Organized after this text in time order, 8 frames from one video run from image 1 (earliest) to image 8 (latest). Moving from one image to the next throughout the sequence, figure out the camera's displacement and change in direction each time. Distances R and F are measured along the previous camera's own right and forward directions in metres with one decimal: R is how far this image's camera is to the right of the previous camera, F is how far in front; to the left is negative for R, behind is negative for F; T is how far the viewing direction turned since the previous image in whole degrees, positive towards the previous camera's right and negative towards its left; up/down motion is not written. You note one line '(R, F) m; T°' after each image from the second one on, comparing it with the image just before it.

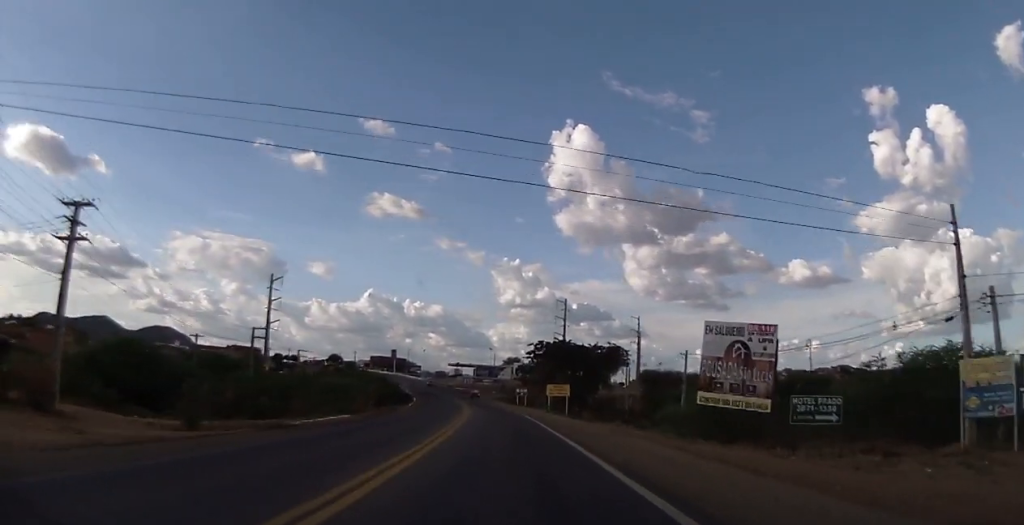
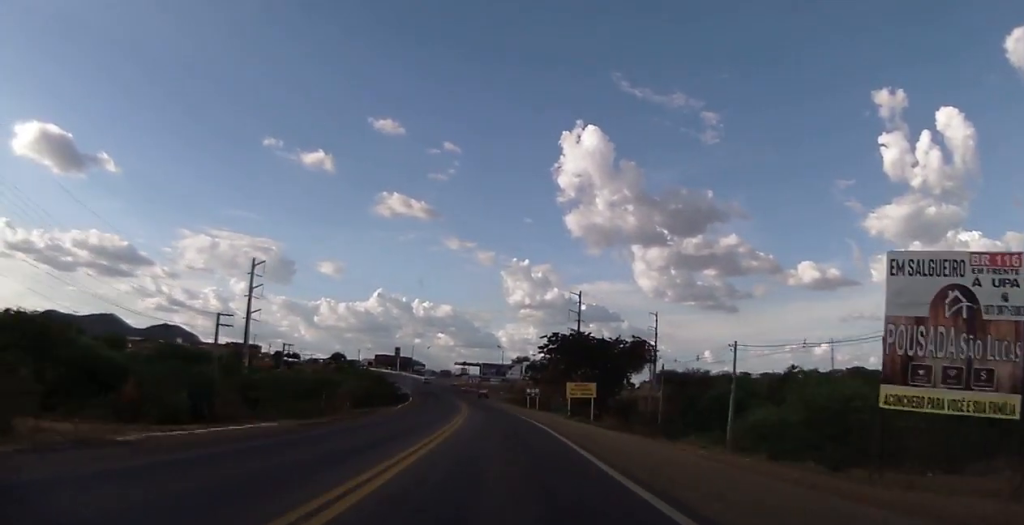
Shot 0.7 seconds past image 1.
(-0.2, +12.7) m; 0°
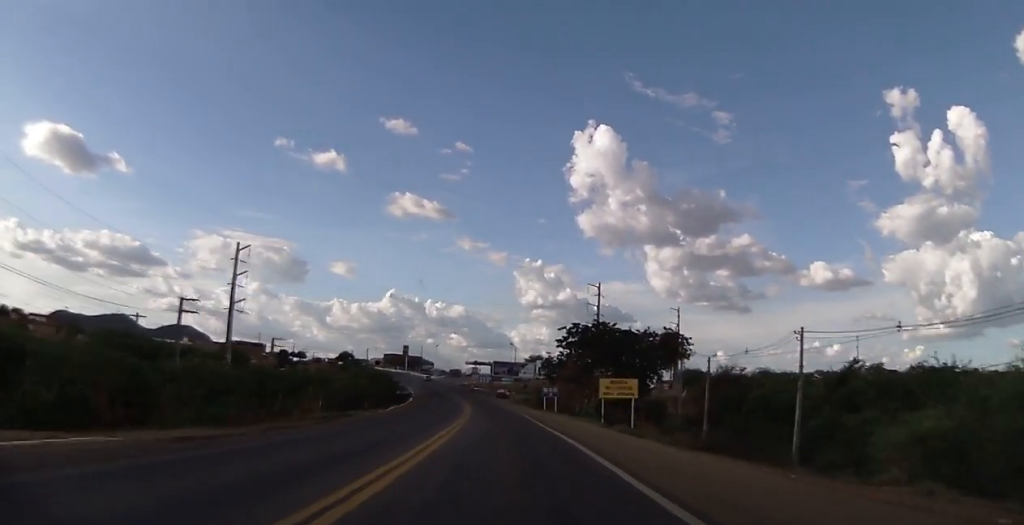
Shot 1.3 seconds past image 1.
(0.0, +11.0) m; 0°
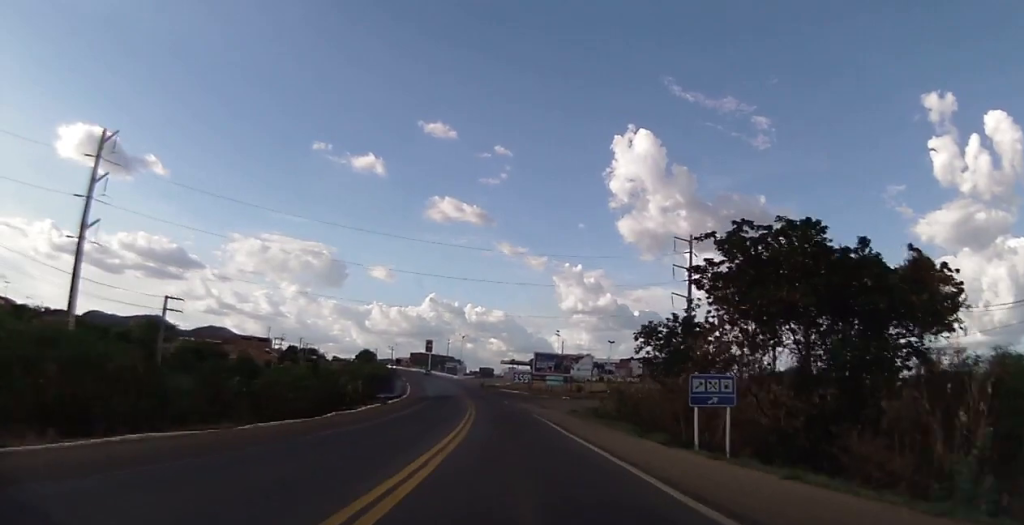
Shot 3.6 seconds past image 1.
(-1.5, +42.6) m; -4°
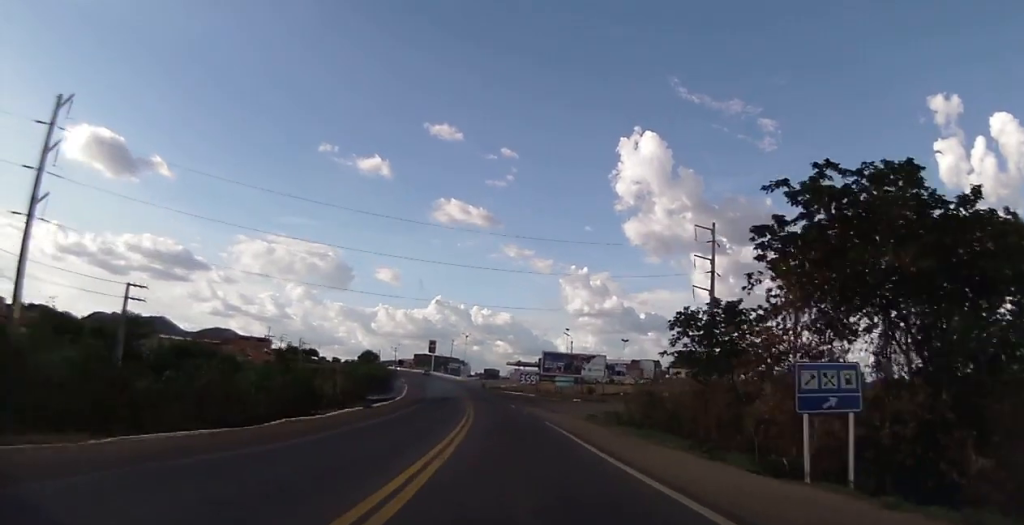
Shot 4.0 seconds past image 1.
(+0.1, +7.7) m; 0°
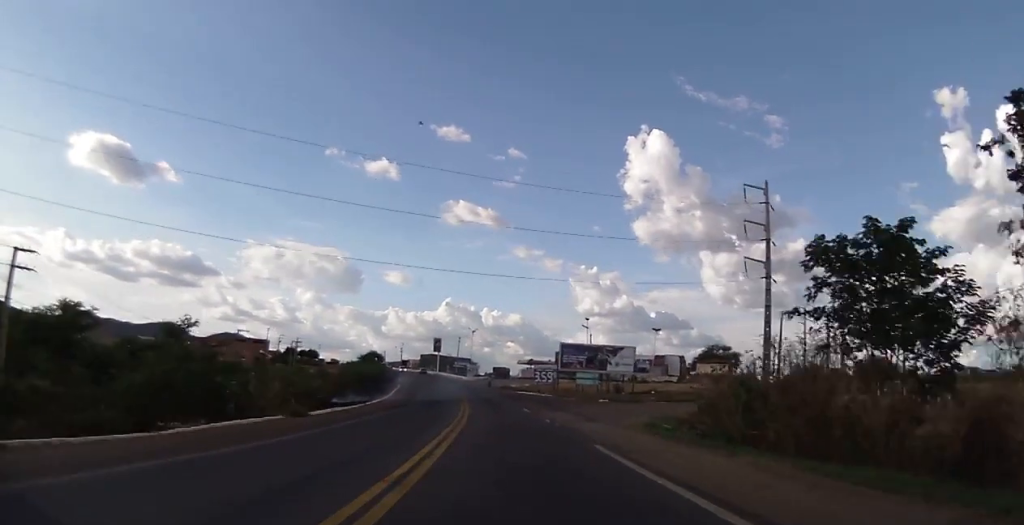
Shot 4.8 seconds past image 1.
(-0.1, +15.5) m; -1°
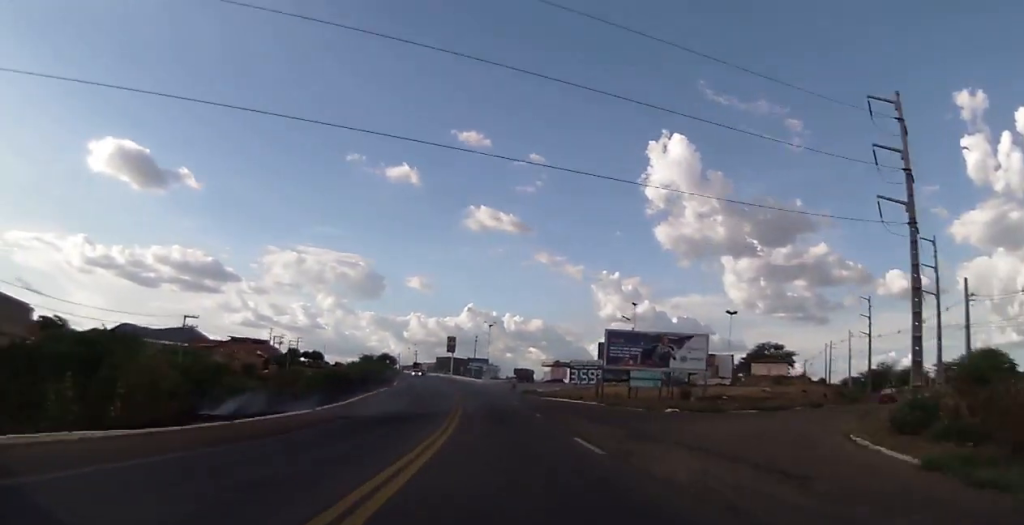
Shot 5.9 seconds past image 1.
(-0.5, +22.7) m; -2°
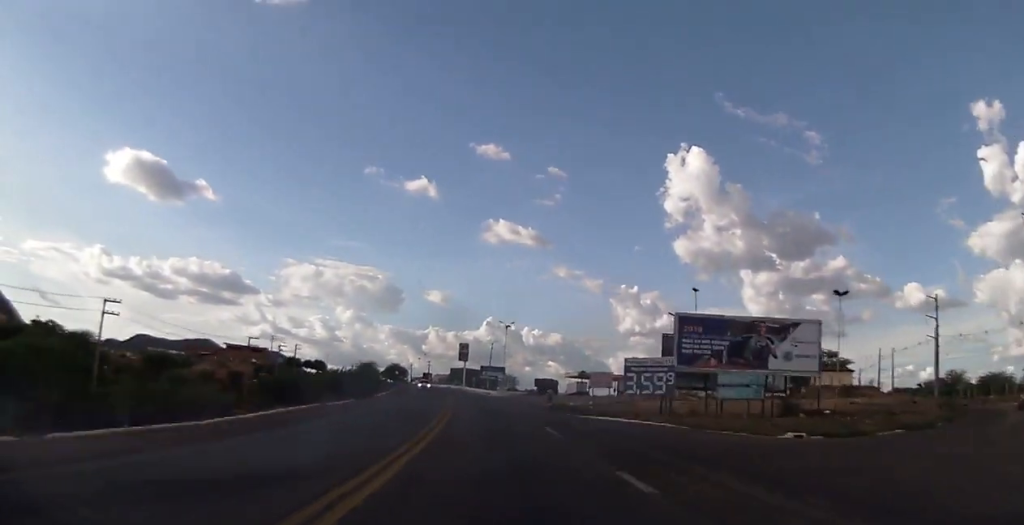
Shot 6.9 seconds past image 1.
(-0.1, +19.7) m; -2°
